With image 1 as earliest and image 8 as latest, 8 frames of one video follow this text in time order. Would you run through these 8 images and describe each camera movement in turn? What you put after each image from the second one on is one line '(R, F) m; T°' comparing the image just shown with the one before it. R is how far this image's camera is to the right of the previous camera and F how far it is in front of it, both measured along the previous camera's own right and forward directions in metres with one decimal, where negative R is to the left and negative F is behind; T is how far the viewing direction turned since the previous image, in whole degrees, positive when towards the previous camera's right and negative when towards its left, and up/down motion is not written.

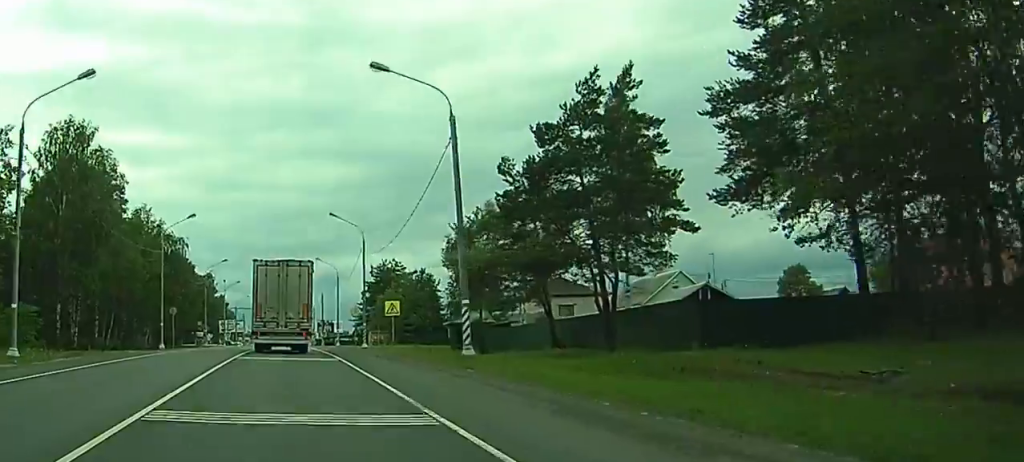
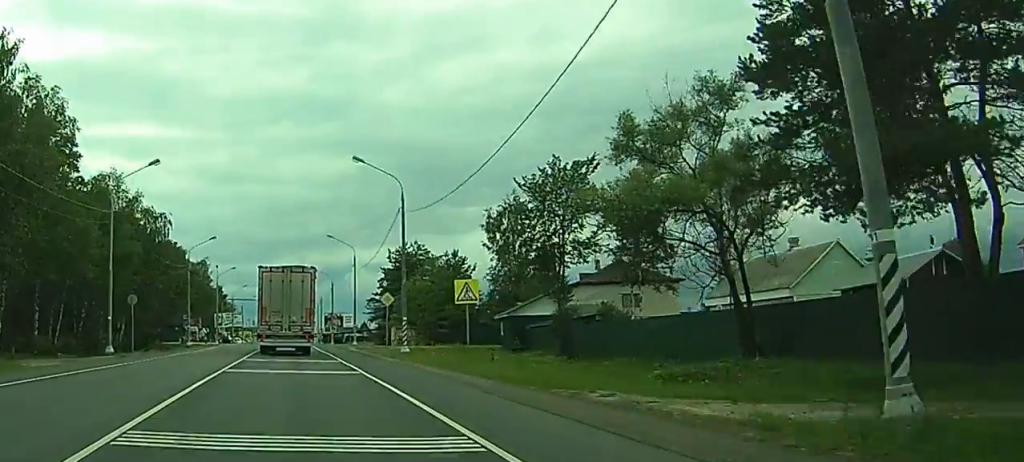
(-0.6, +22.5) m; -1°
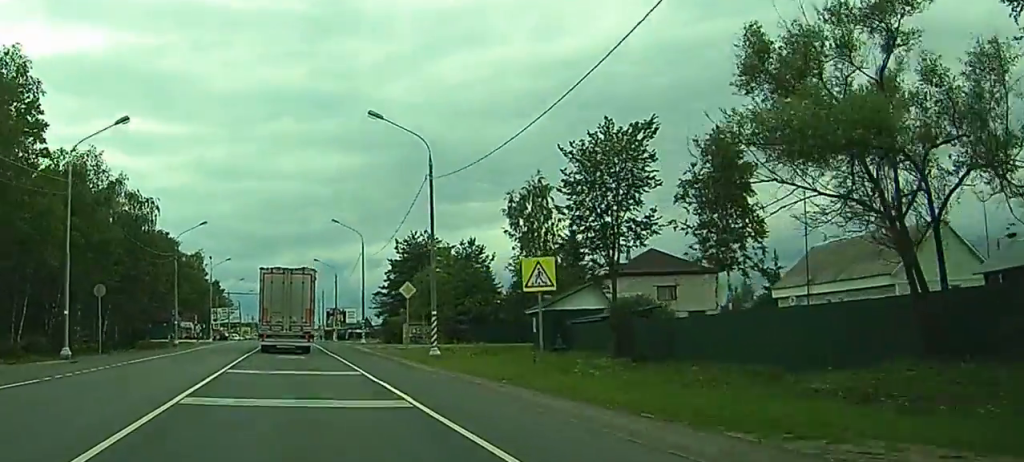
(0.0, +10.0) m; 0°
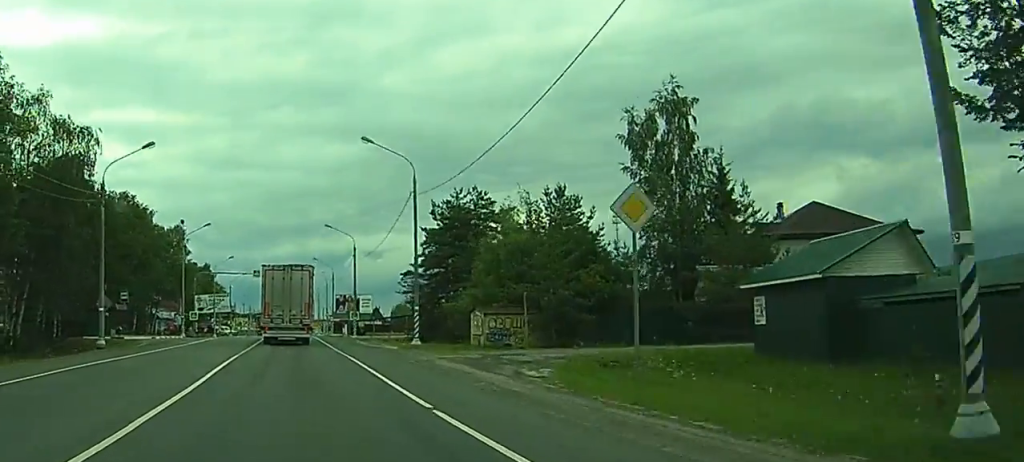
(0.0, +31.7) m; 0°
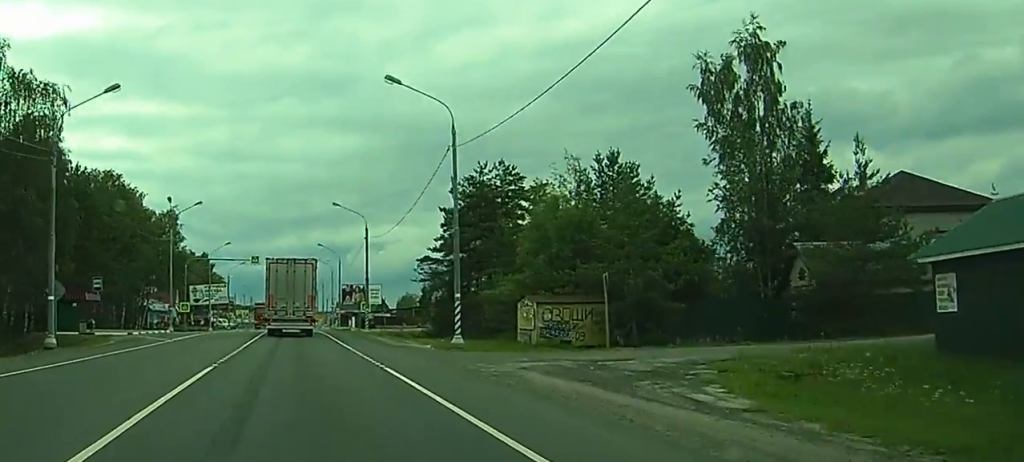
(0.0, +10.6) m; 0°
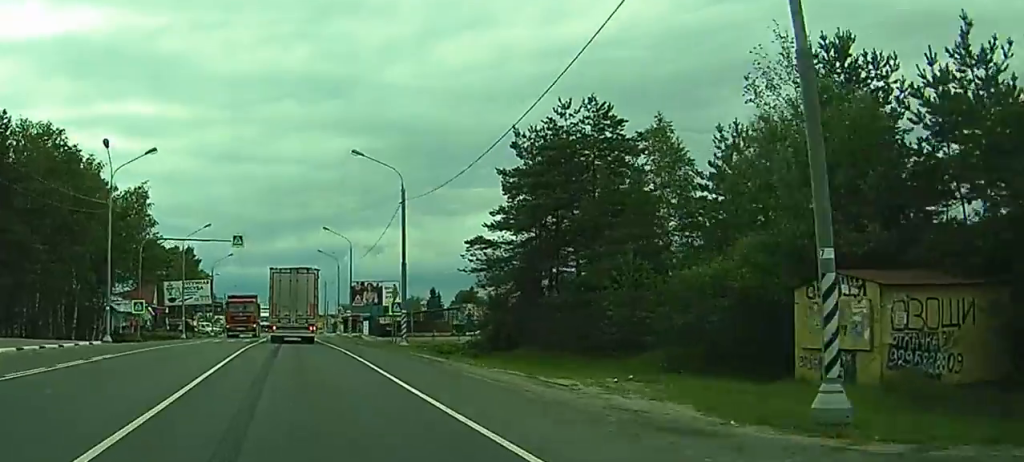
(0.0, +25.0) m; 0°
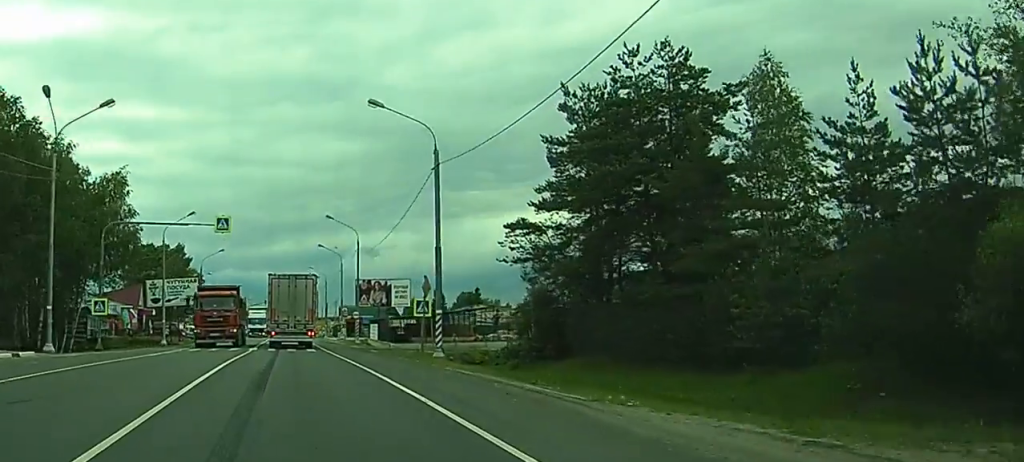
(0.0, +12.0) m; 0°
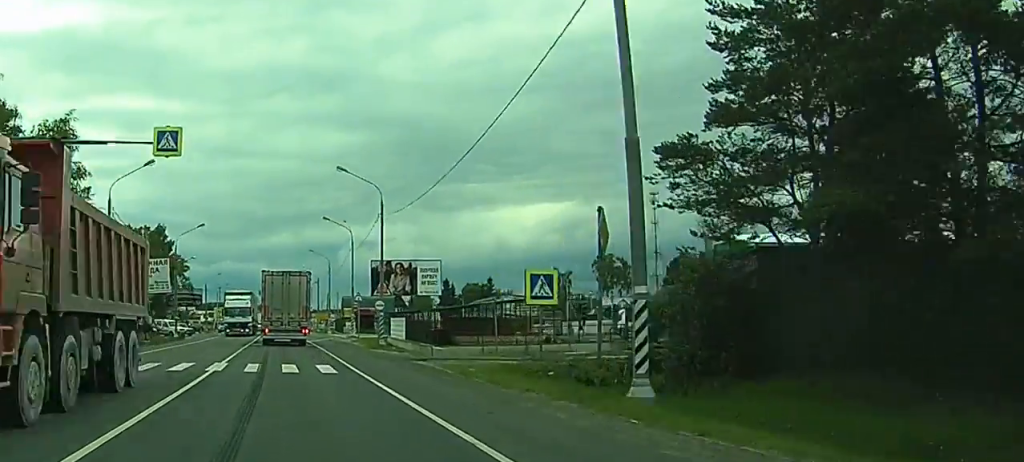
(0.0, +21.6) m; 0°
